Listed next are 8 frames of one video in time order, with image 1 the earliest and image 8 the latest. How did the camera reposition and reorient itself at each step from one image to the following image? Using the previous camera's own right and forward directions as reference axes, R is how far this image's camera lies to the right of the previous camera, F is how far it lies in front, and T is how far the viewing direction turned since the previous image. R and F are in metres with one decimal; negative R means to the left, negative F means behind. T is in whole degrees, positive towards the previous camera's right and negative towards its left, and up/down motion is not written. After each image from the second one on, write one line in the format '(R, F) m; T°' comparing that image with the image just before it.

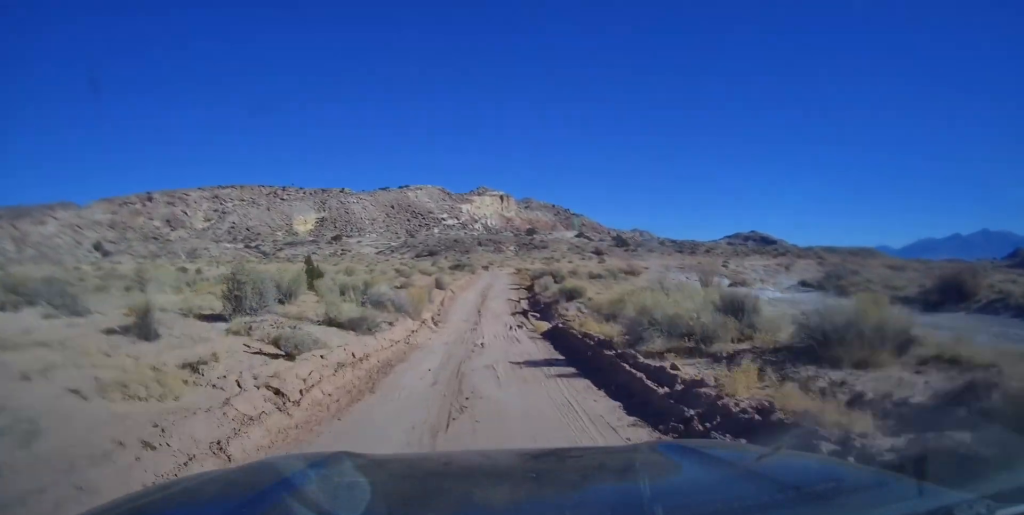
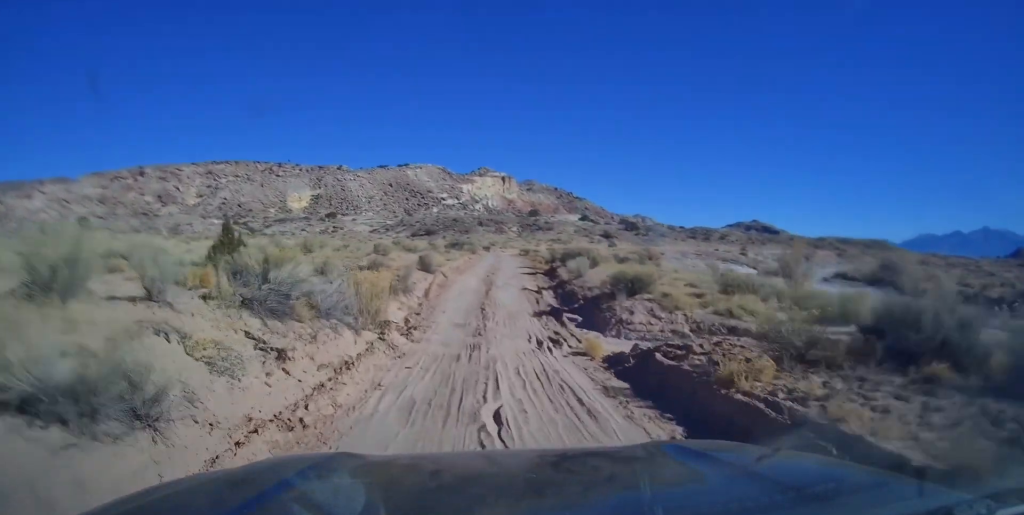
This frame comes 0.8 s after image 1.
(-0.2, +11.7) m; -1°
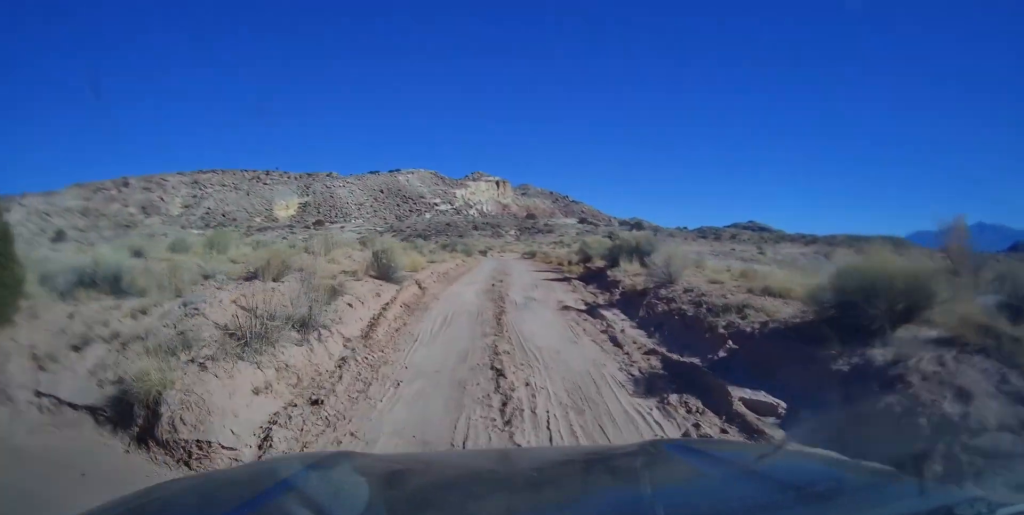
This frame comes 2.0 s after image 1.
(-0.1, +15.0) m; 0°
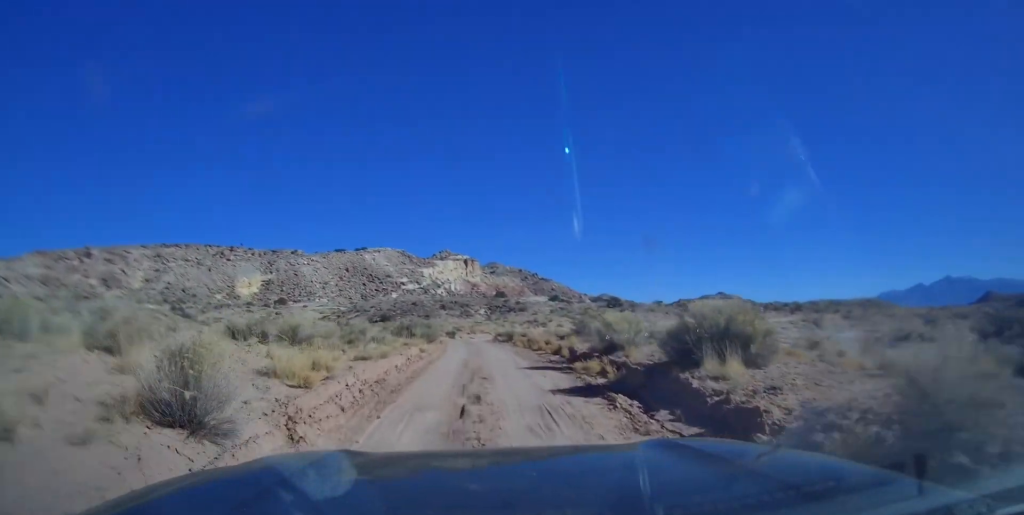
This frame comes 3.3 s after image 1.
(-0.1, +15.8) m; -1°
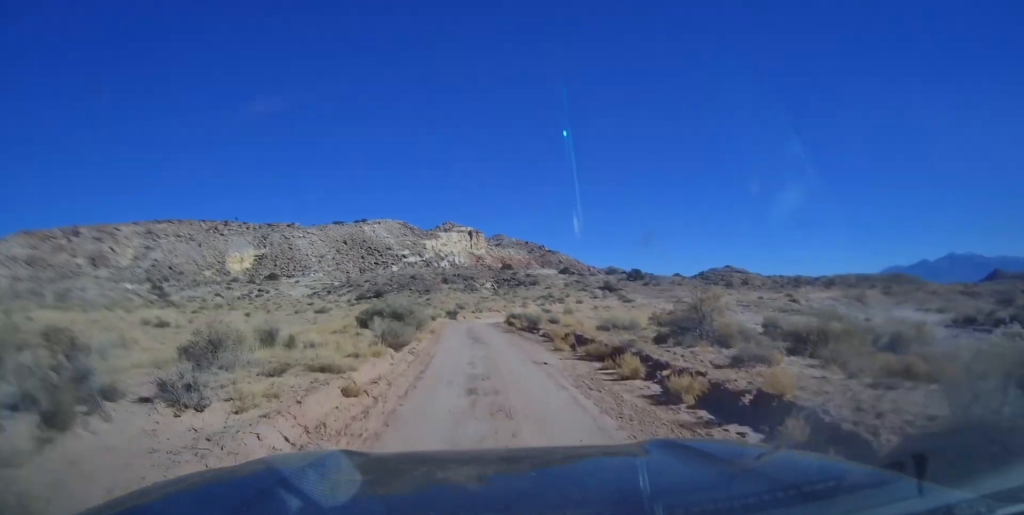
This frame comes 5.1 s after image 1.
(-0.2, +18.9) m; -2°
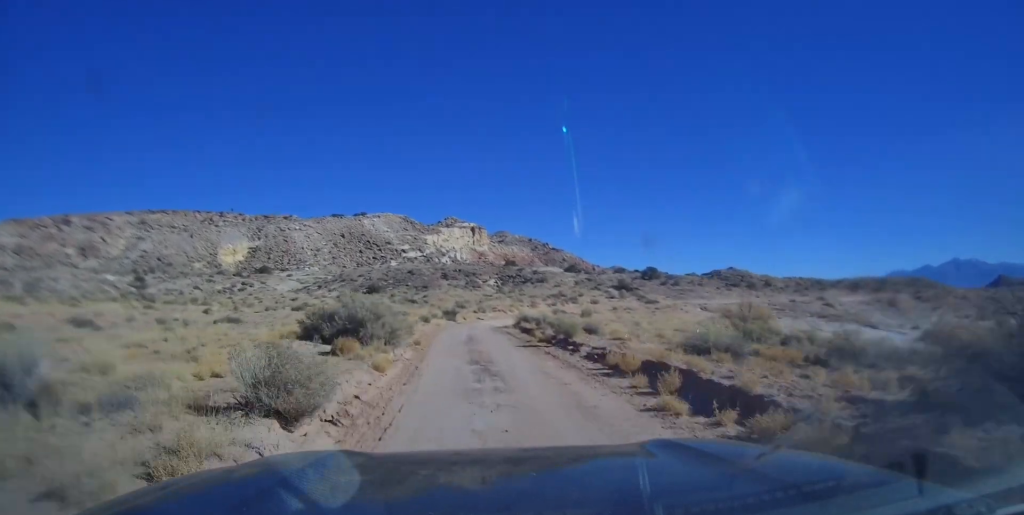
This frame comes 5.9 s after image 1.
(-0.4, +9.3) m; -1°
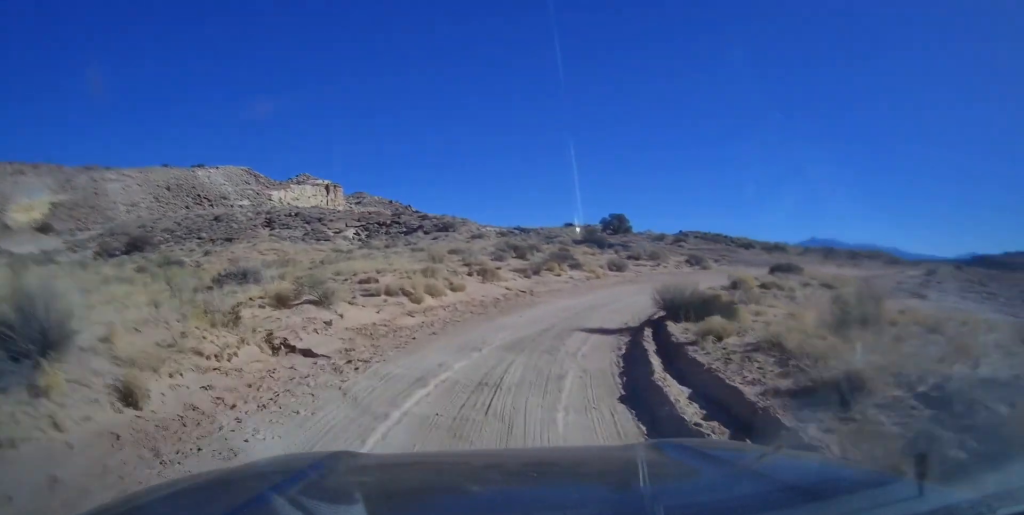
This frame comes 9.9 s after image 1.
(+2.4, +44.1) m; +11°
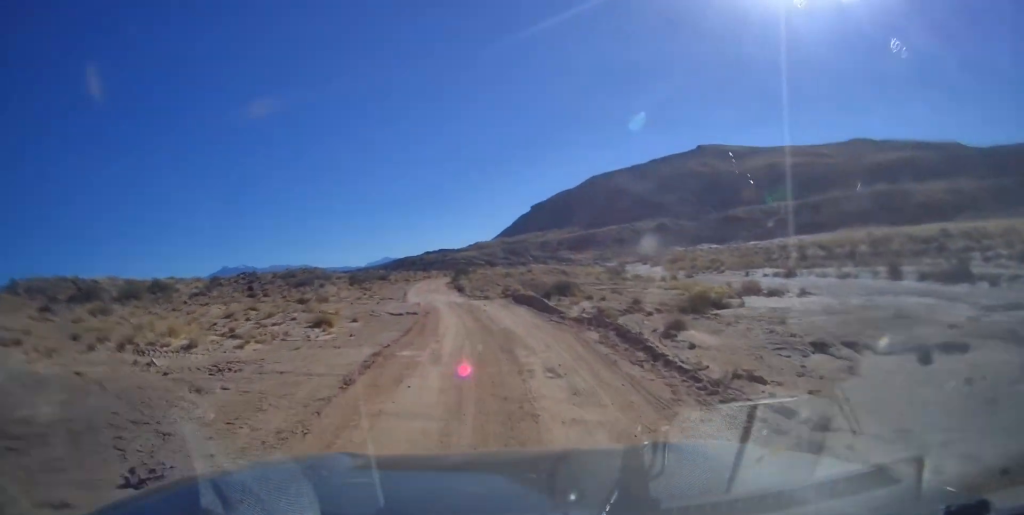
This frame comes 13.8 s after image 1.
(+13.7, +37.4) m; +51°
